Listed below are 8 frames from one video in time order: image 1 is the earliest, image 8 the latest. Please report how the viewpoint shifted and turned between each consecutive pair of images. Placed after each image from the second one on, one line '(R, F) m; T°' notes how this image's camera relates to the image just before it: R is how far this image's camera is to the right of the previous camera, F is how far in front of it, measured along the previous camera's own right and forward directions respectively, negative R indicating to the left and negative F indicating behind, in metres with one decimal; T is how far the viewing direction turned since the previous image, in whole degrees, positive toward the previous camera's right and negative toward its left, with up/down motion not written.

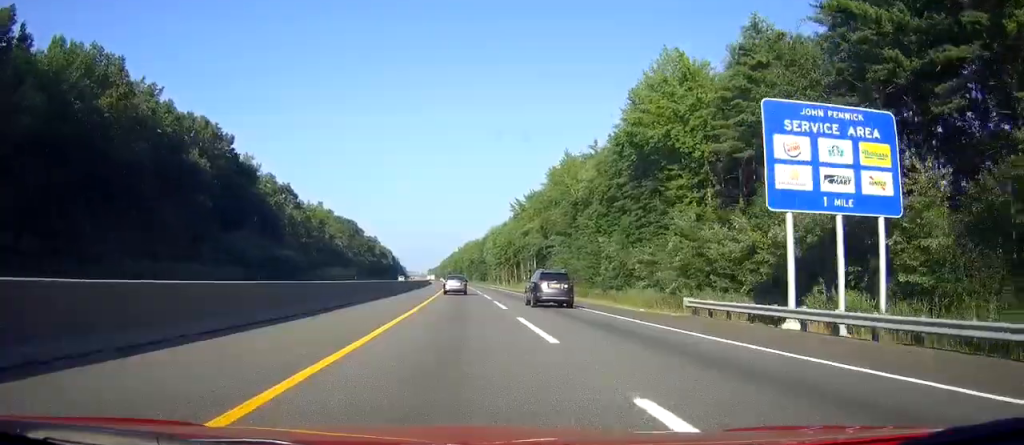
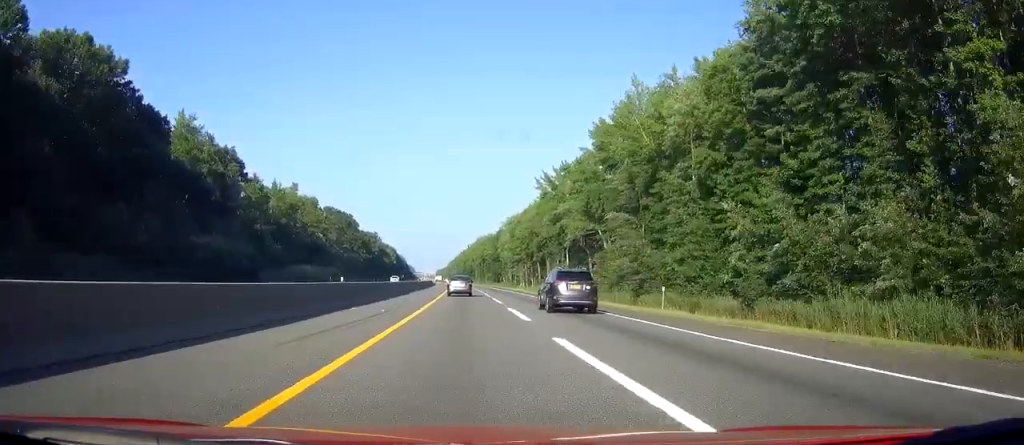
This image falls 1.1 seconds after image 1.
(-0.2, +38.1) m; -1°
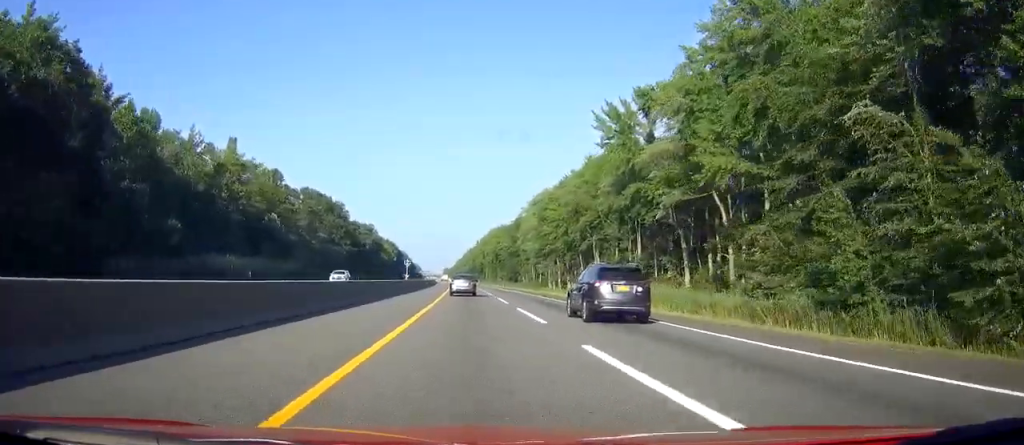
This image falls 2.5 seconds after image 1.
(-0.2, +47.0) m; -1°
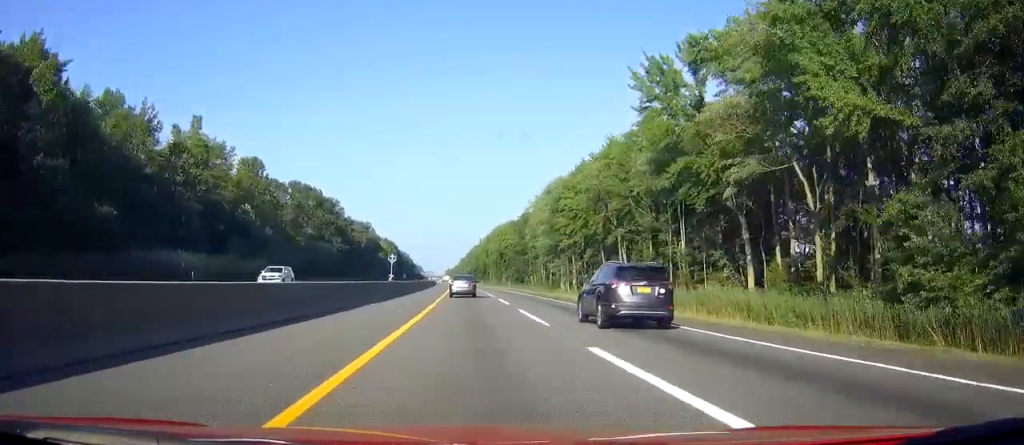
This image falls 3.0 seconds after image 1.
(-0.1, +15.6) m; 0°
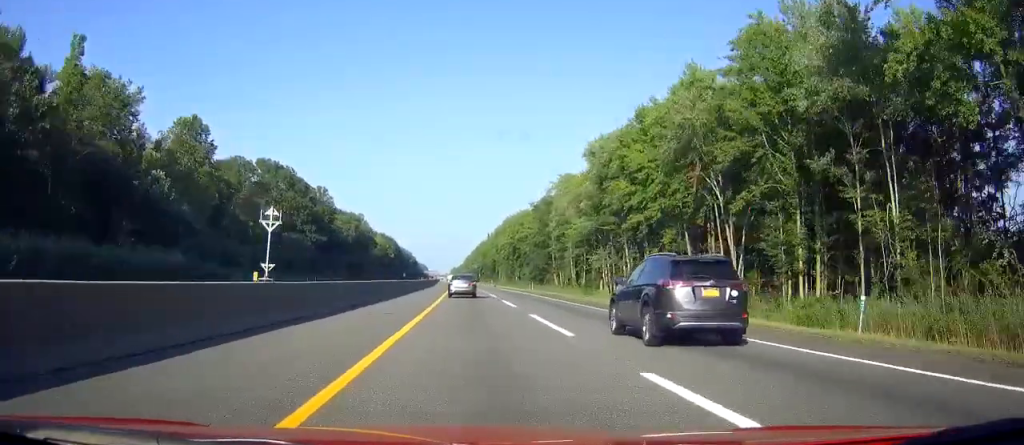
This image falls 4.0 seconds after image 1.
(0.0, +33.5) m; 0°
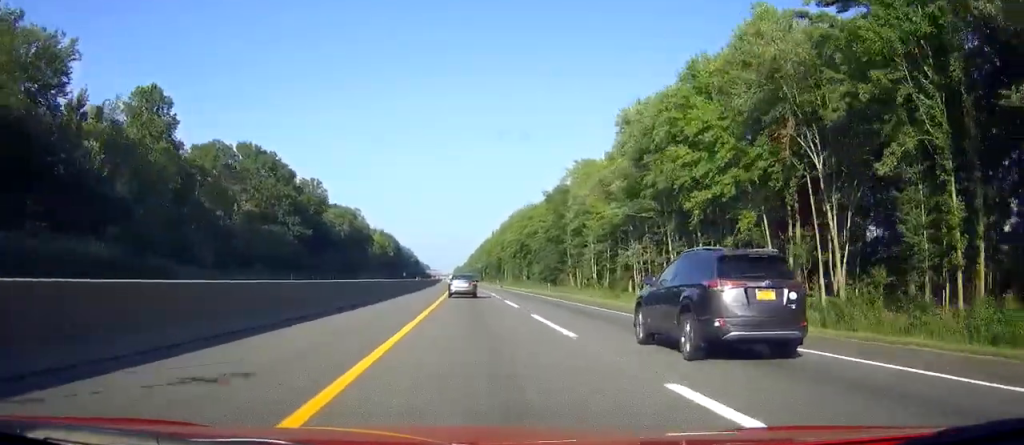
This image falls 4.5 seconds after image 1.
(0.0, +15.6) m; 0°
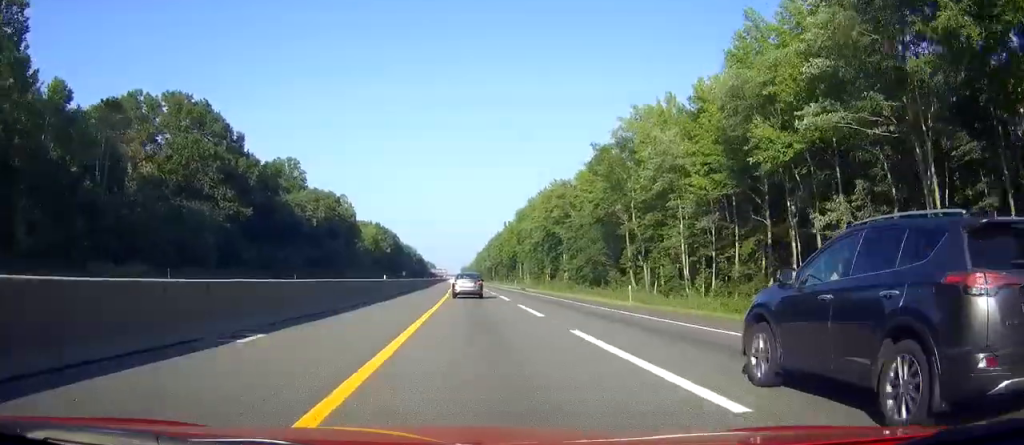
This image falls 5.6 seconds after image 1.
(-0.2, +37.8) m; -1°
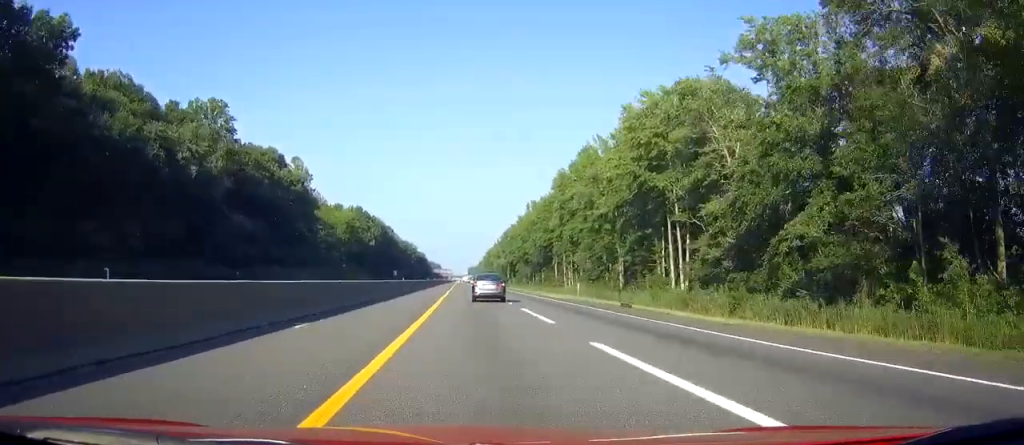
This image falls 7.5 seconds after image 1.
(-0.5, +63.1) m; -1°
